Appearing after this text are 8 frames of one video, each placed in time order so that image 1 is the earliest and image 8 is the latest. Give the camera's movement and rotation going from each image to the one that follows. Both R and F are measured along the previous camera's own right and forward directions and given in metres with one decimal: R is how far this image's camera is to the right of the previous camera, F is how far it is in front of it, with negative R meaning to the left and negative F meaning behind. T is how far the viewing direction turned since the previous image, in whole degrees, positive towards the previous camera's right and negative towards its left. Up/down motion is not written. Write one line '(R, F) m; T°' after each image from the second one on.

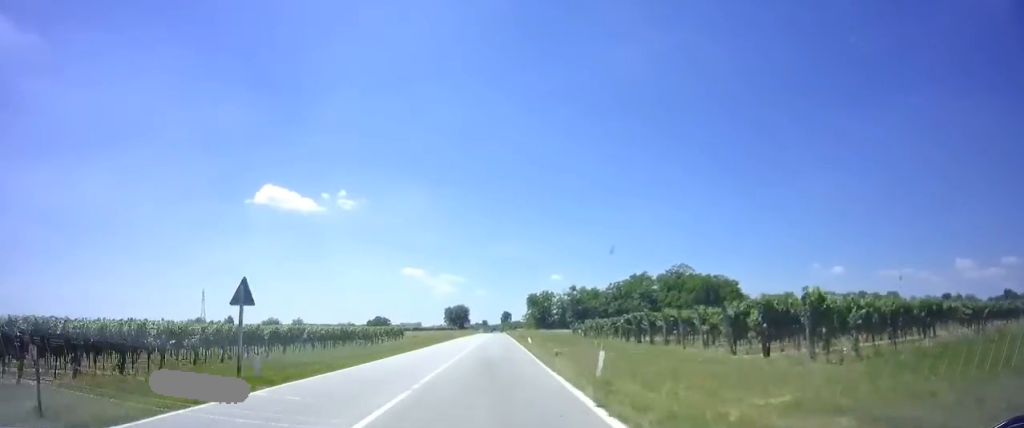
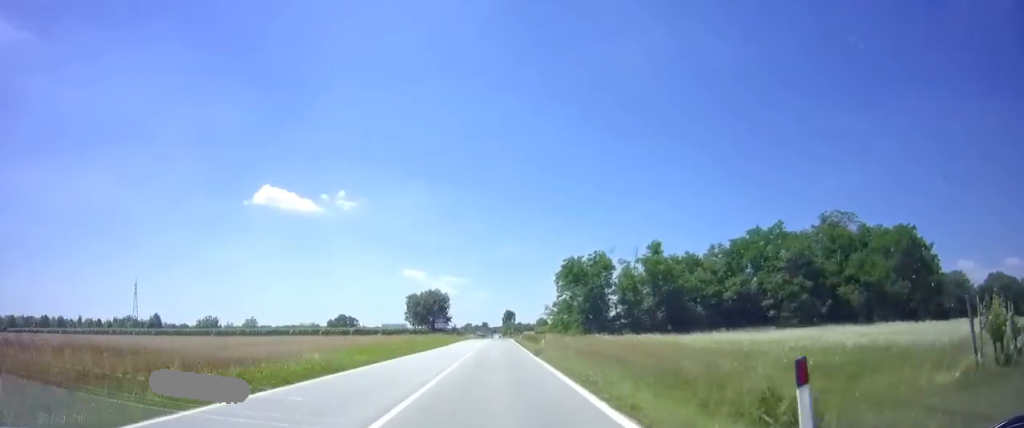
(-0.4, +64.1) m; 0°
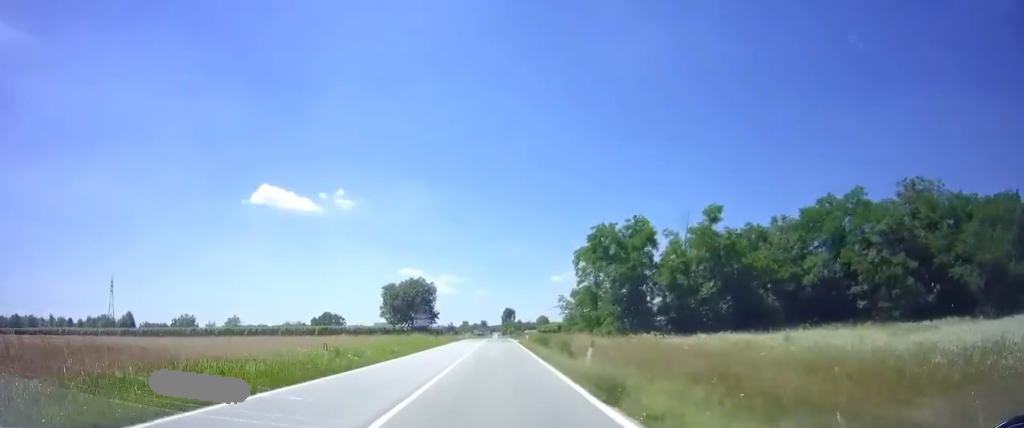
(-0.1, +17.1) m; 0°
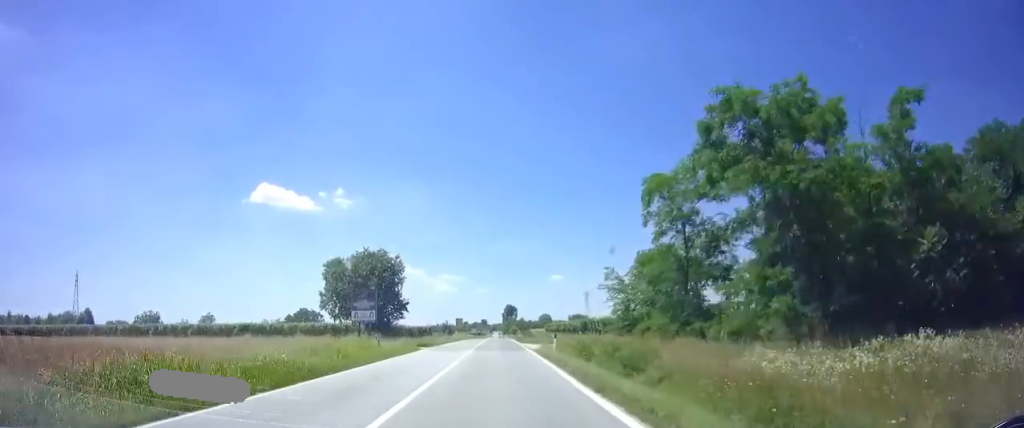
(+0.3, +23.4) m; 0°
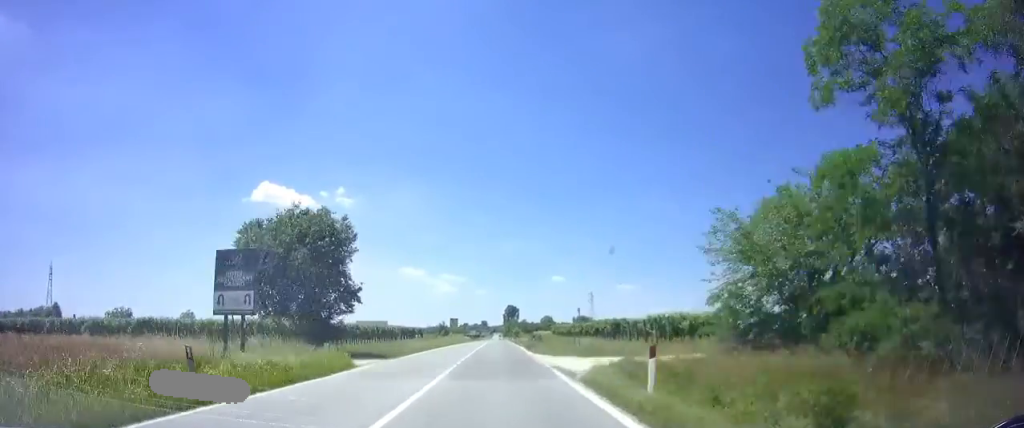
(0.0, +15.9) m; 0°
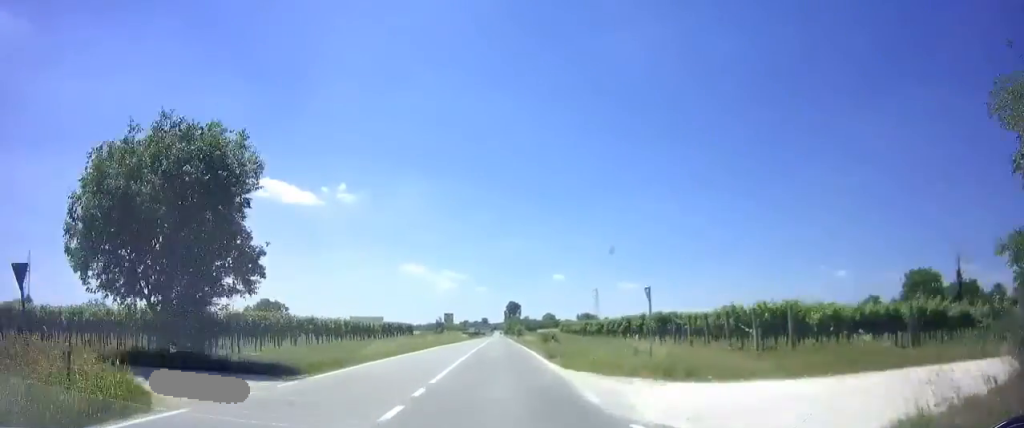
(-0.1, +13.8) m; 0°
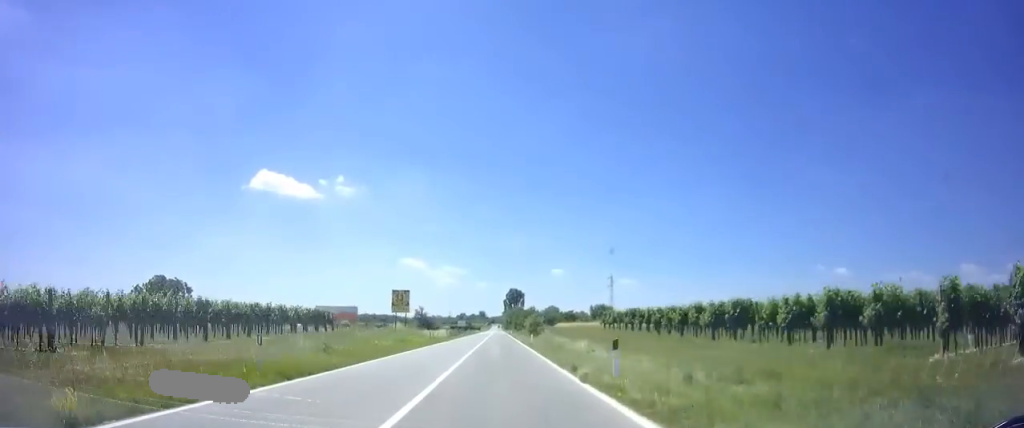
(-0.1, +44.5) m; +1°
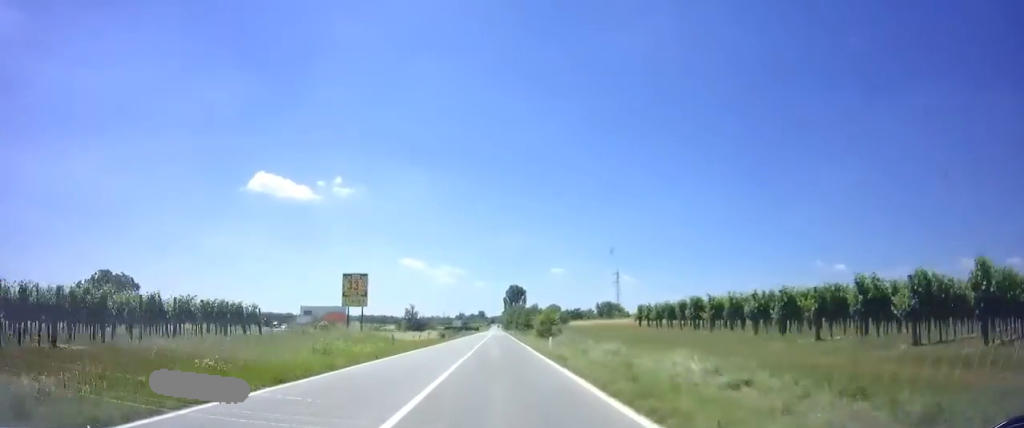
(+0.2, +15.2) m; 0°
